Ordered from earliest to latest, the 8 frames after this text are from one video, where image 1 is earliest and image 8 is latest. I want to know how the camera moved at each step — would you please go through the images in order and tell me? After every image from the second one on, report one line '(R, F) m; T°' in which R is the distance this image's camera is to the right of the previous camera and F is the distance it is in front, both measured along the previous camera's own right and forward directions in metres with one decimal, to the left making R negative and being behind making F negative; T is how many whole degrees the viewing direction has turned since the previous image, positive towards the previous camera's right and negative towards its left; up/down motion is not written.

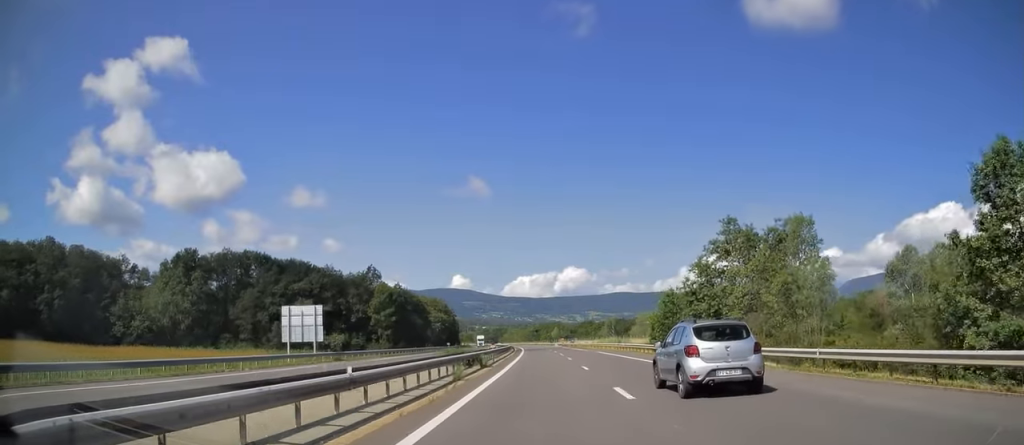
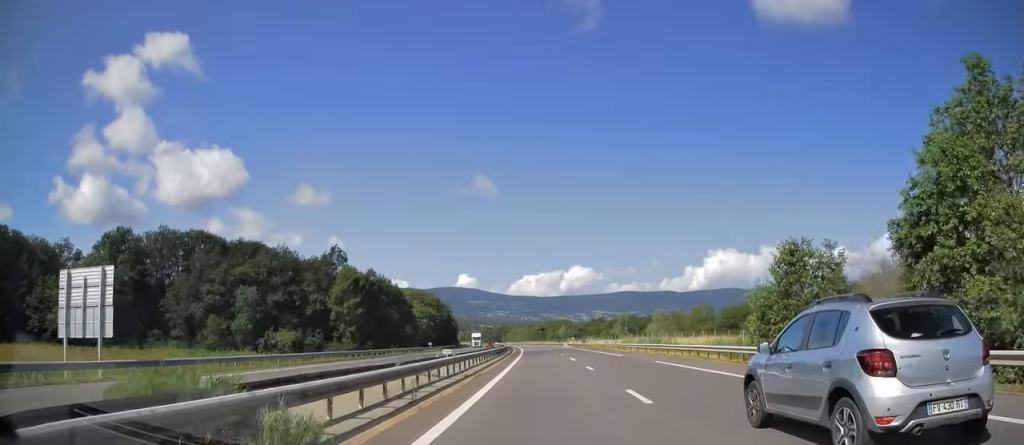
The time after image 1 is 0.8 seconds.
(0.0, +27.0) m; 0°
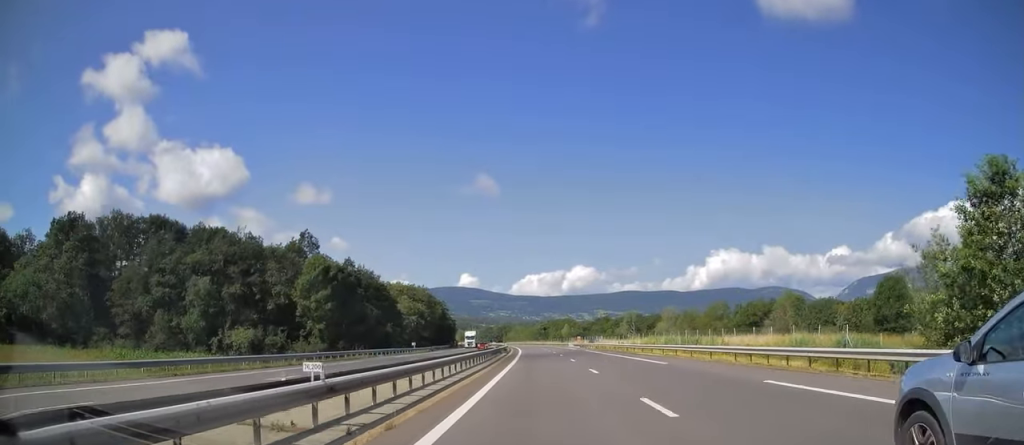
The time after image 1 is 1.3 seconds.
(0.0, +15.0) m; 0°
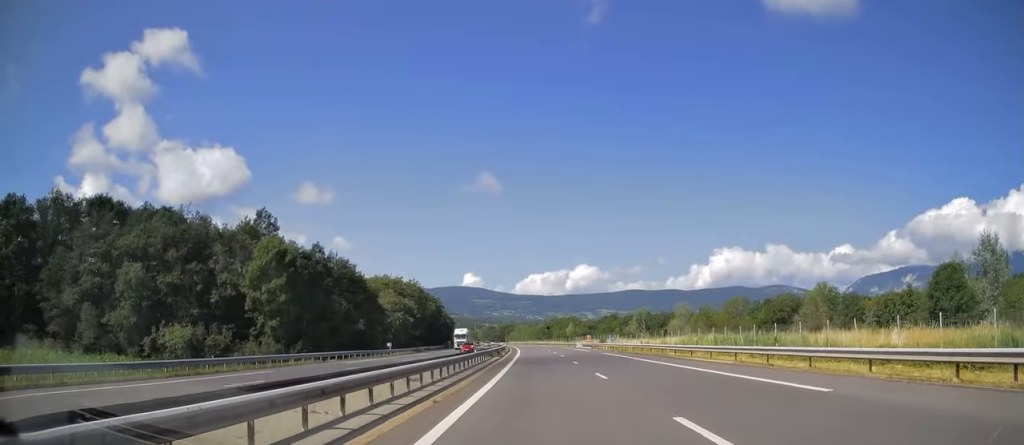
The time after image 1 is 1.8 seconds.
(+0.2, +16.1) m; -1°
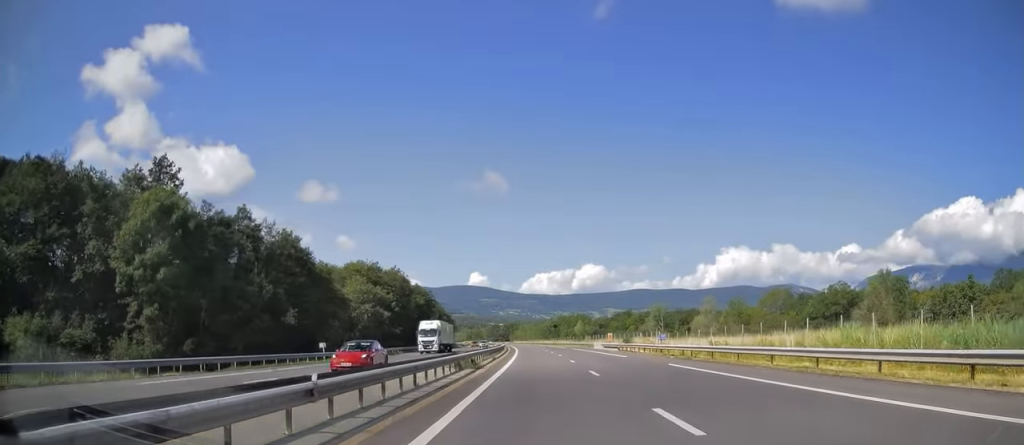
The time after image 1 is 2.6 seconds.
(-0.4, +24.4) m; -1°
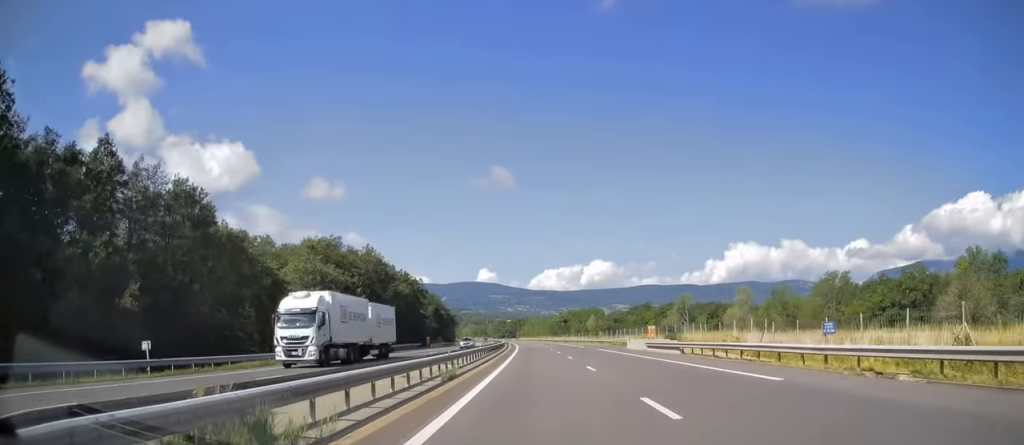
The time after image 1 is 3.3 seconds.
(-0.1, +24.5) m; -1°
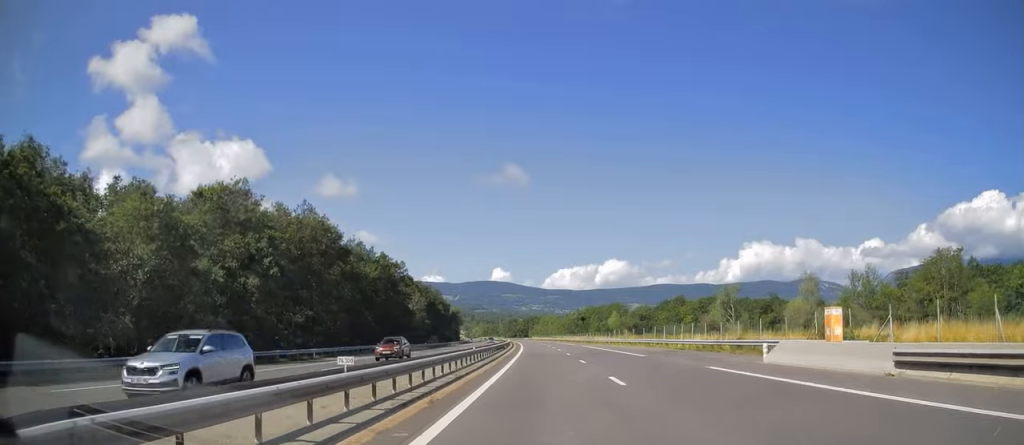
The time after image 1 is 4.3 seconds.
(0.0, +32.3) m; -1°
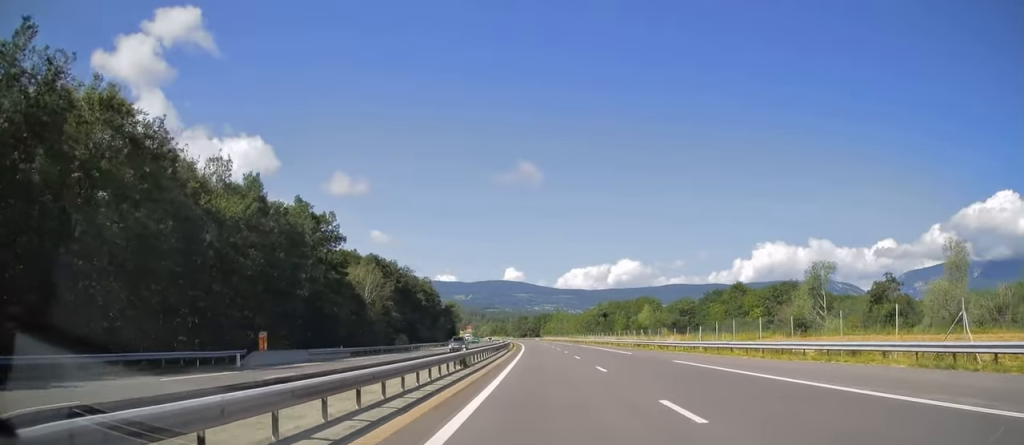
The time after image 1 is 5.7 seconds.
(-1.0, +45.9) m; -1°
